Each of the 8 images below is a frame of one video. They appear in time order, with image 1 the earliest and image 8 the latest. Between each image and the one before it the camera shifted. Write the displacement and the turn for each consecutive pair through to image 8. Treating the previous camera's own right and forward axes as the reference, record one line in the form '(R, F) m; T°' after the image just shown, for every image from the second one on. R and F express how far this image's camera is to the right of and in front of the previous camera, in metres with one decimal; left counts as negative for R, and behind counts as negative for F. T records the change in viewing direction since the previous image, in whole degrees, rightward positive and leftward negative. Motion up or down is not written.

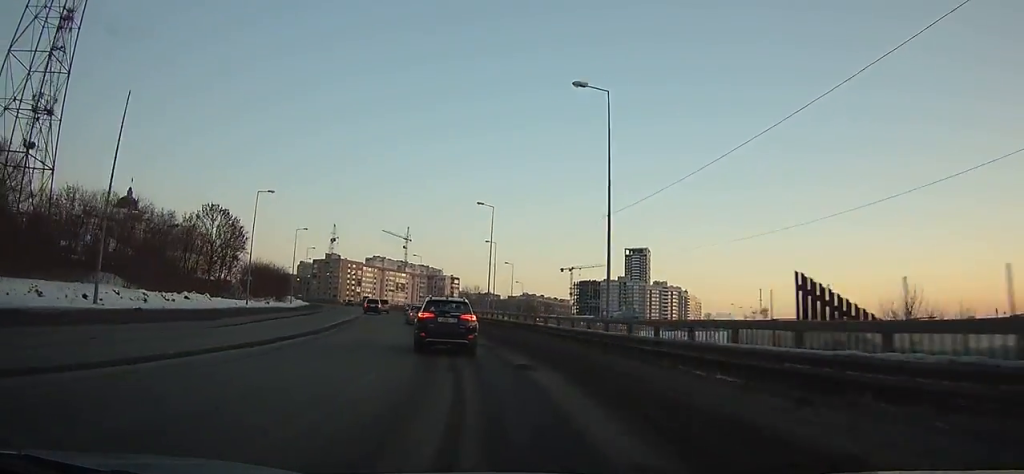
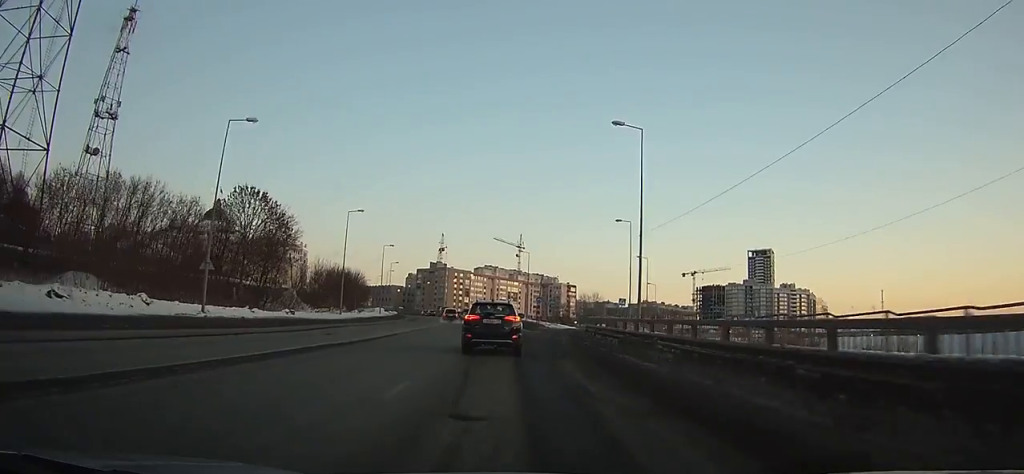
(-1.7, +24.6) m; -7°
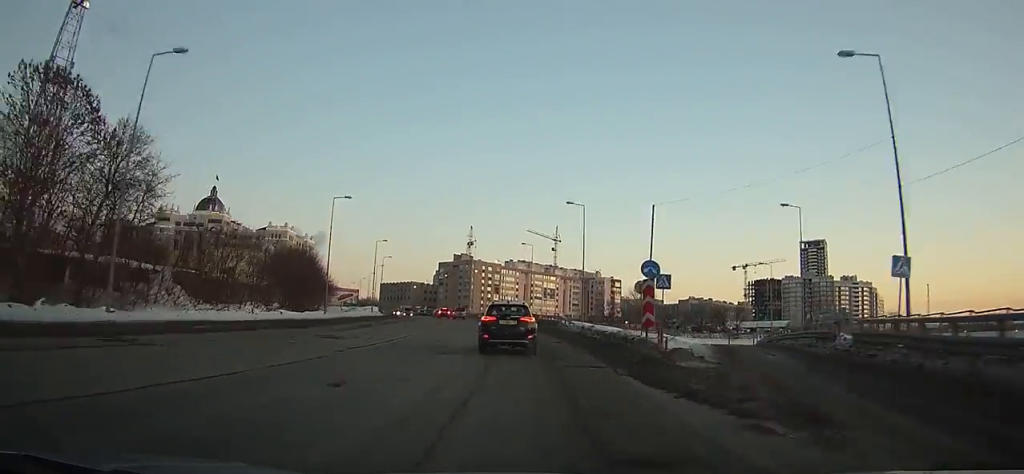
(-2.4, +39.5) m; -5°
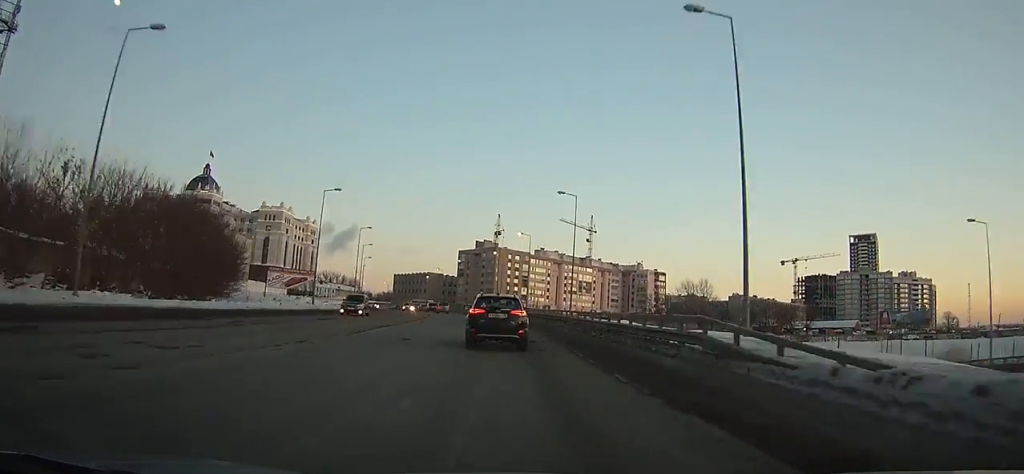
(-0.6, +33.4) m; -3°
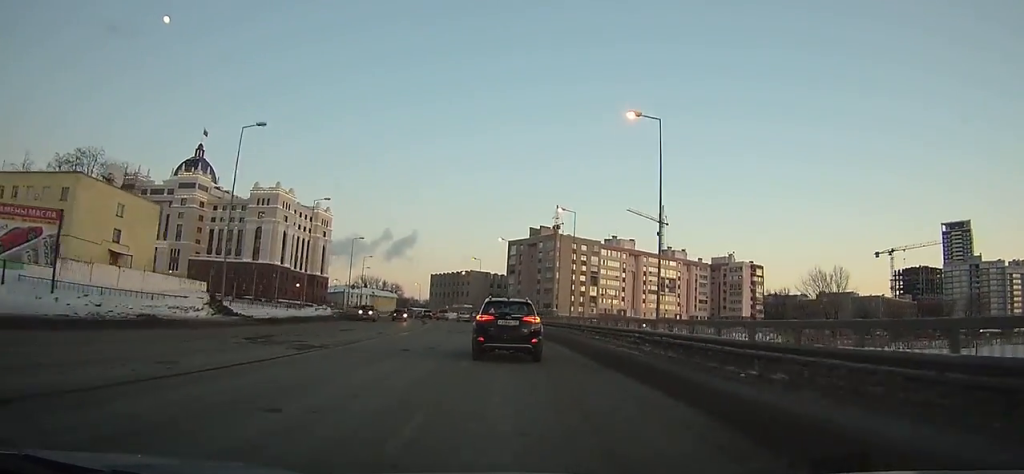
(-2.7, +49.4) m; -6°
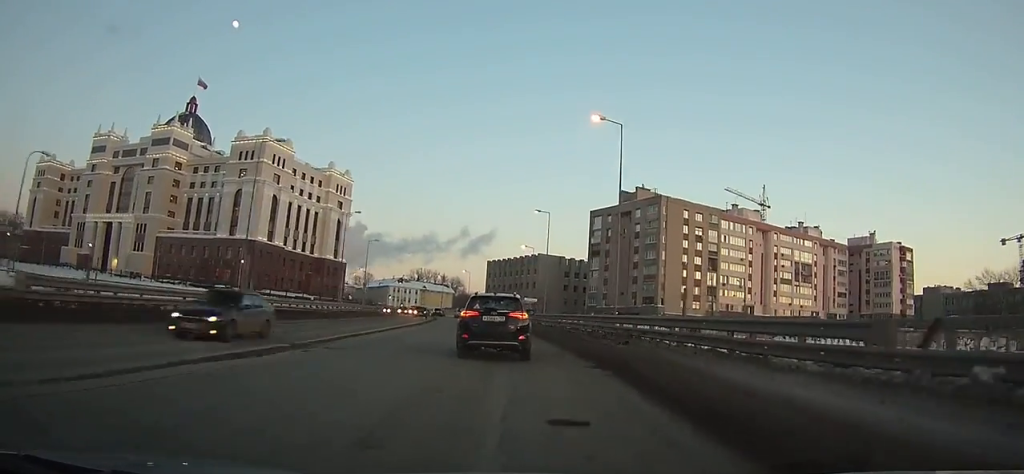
(-2.9, +48.7) m; -6°
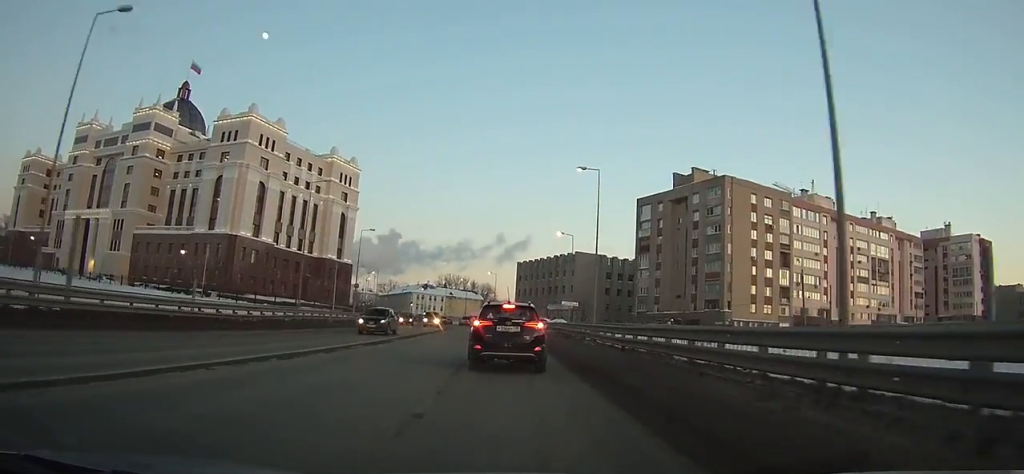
(-0.3, +18.5) m; -2°
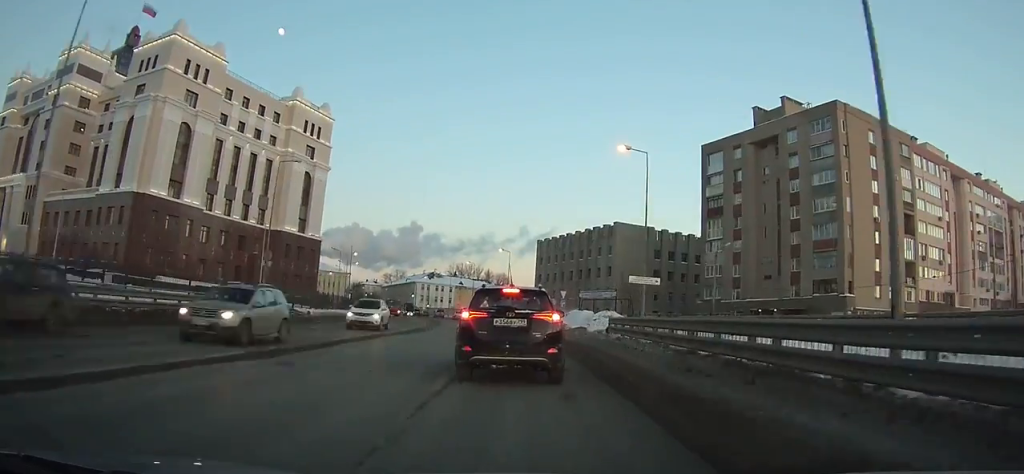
(-0.8, +26.5) m; -2°
